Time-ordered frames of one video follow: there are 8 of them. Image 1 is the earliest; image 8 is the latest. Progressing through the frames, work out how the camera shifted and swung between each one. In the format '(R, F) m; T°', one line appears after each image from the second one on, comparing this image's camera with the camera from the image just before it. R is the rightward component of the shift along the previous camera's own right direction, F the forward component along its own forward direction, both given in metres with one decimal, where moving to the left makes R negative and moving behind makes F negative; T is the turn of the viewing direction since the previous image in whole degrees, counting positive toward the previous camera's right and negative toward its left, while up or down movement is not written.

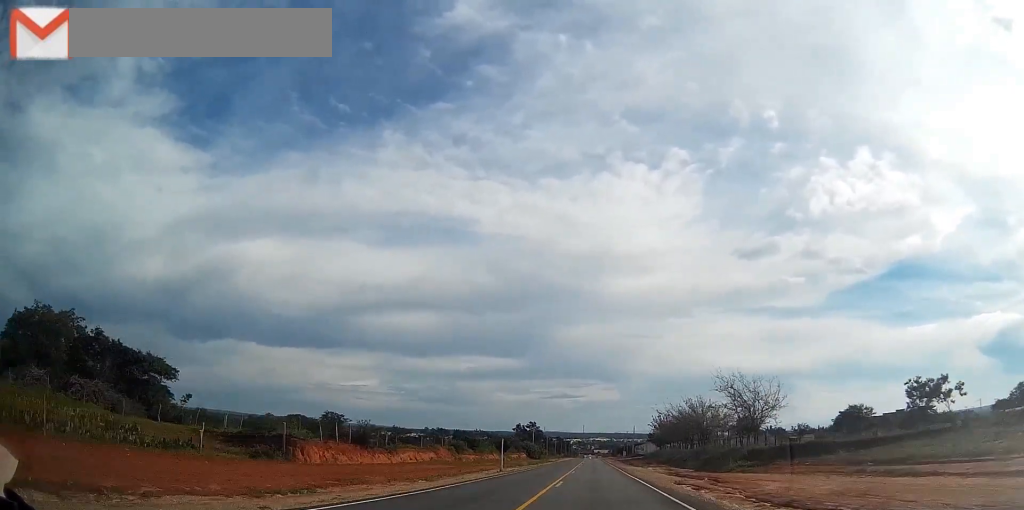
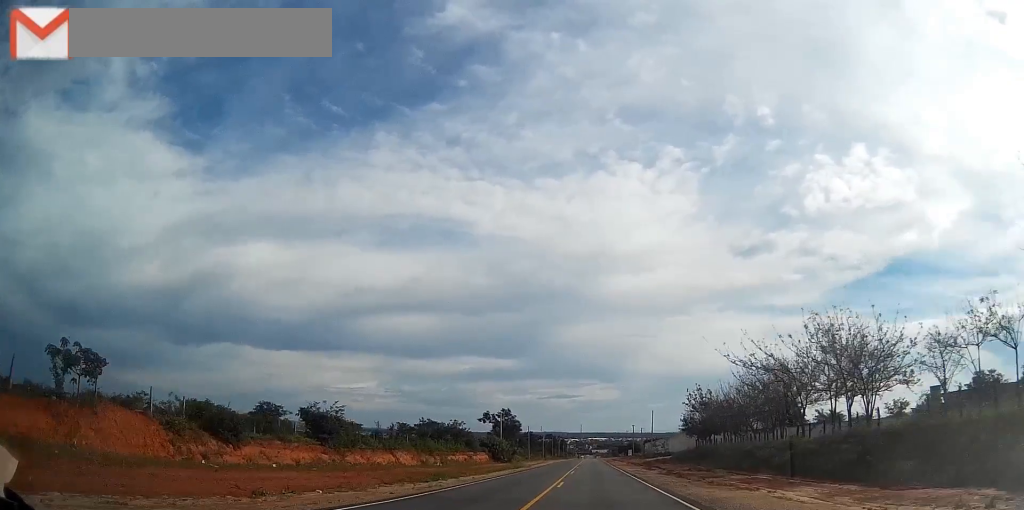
(-0.7, +47.4) m; -1°
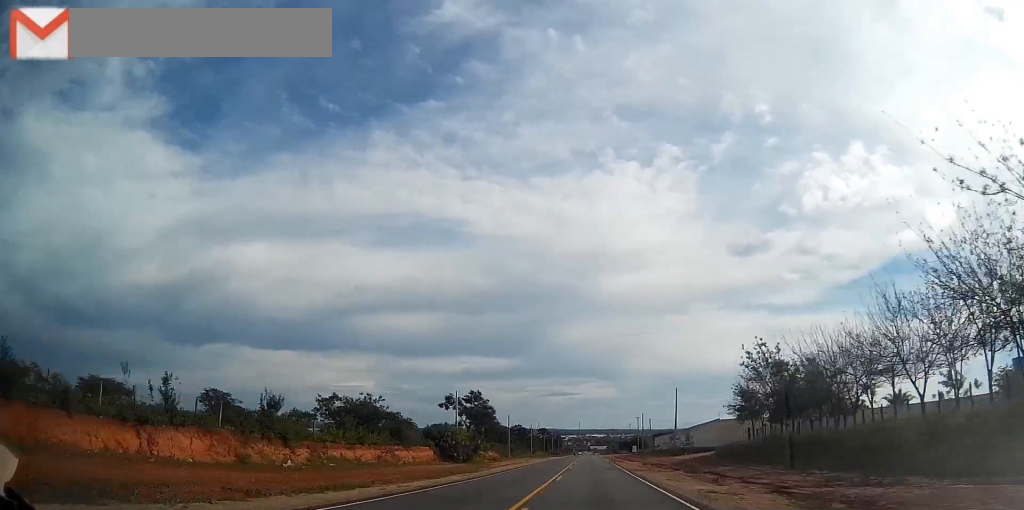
(0.0, +28.9) m; 0°
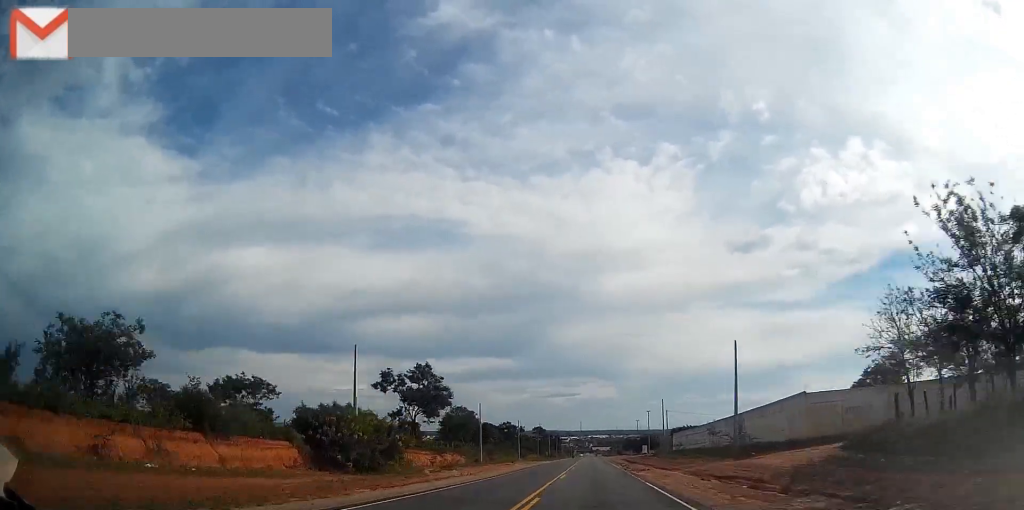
(0.0, +27.5) m; 0°
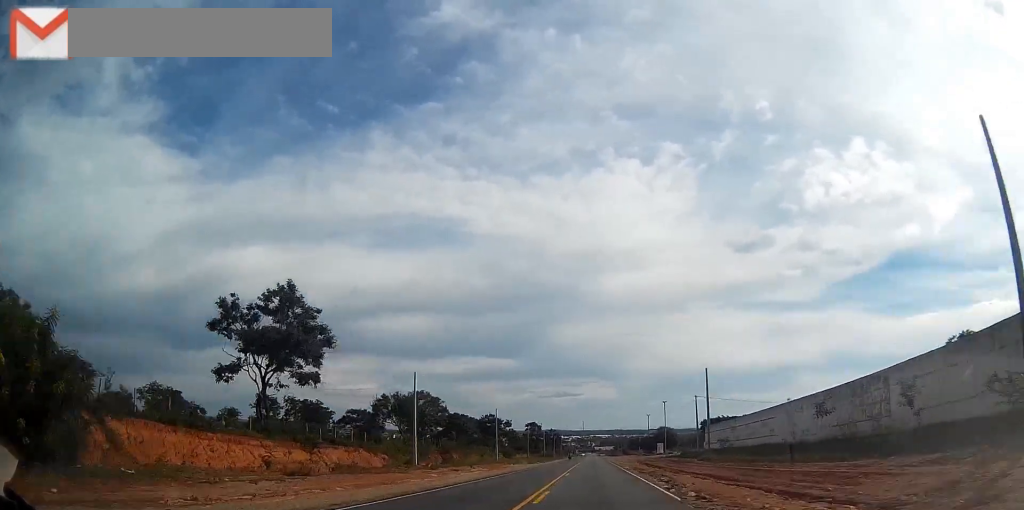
(-0.1, +29.0) m; 0°
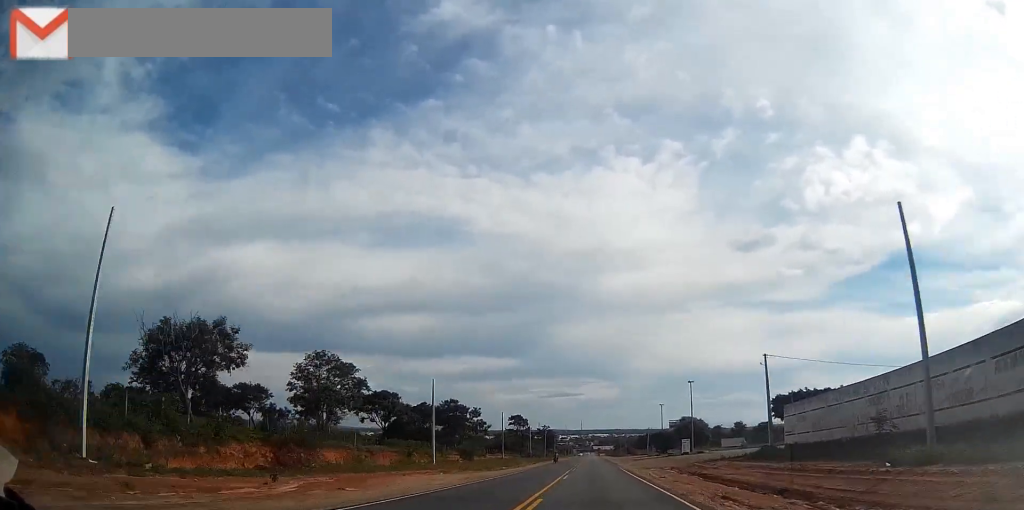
(+0.1, +33.3) m; 0°
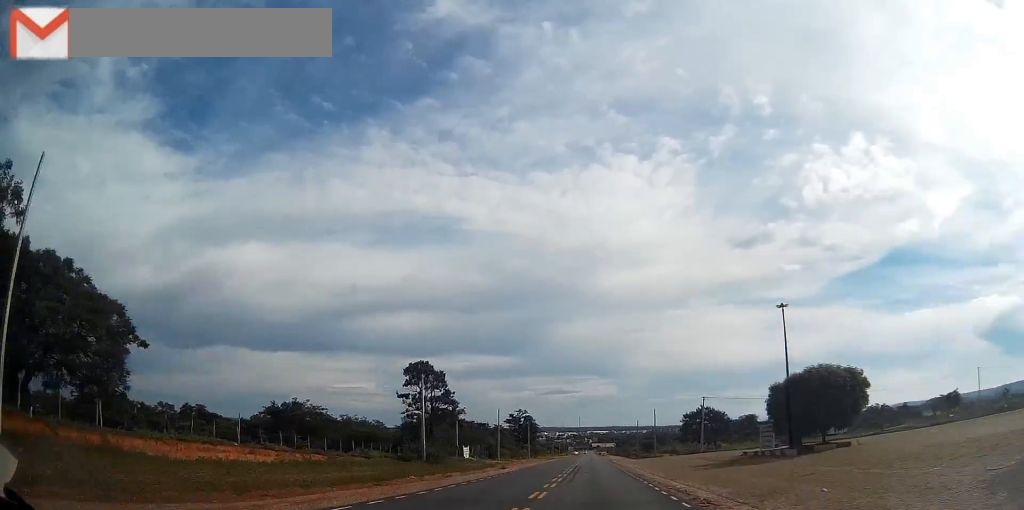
(-0.3, +83.8) m; 0°
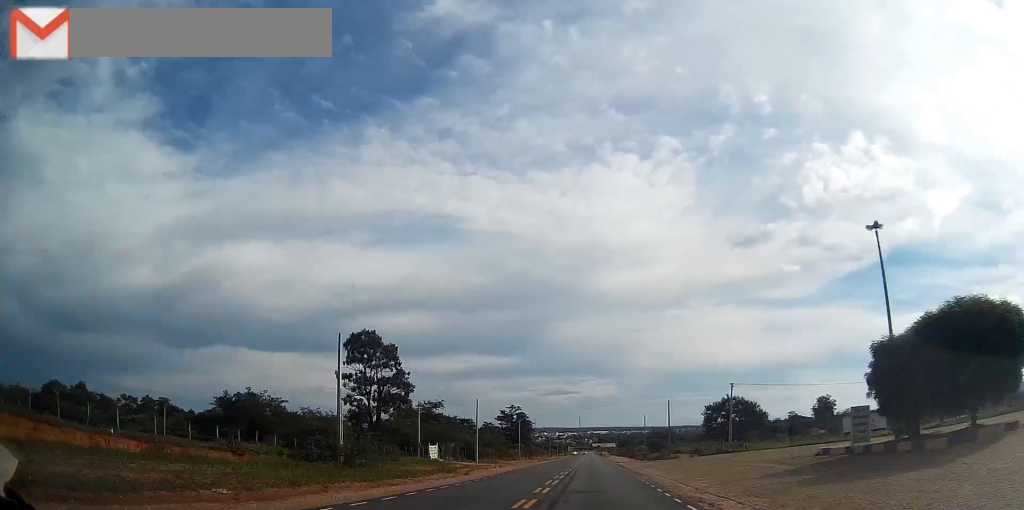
(+0.1, +15.8) m; 0°
